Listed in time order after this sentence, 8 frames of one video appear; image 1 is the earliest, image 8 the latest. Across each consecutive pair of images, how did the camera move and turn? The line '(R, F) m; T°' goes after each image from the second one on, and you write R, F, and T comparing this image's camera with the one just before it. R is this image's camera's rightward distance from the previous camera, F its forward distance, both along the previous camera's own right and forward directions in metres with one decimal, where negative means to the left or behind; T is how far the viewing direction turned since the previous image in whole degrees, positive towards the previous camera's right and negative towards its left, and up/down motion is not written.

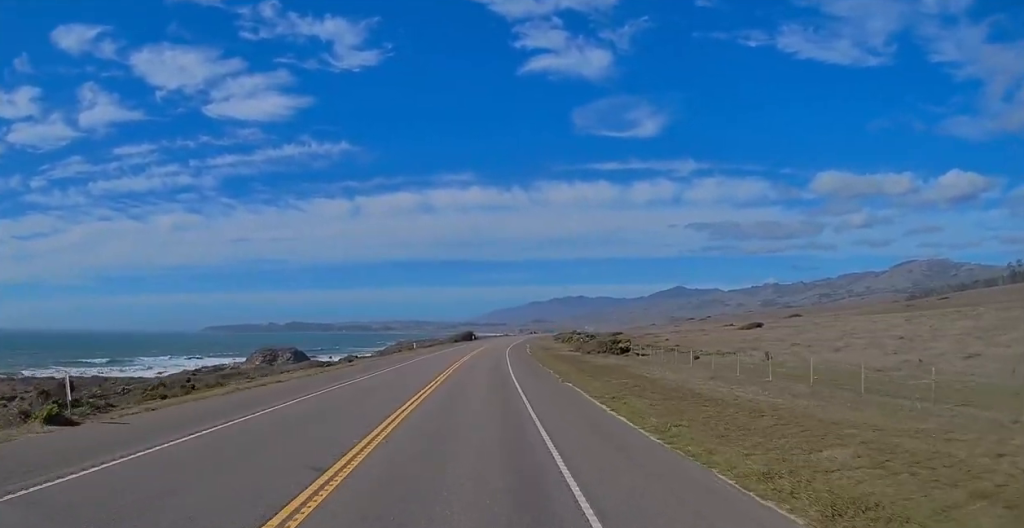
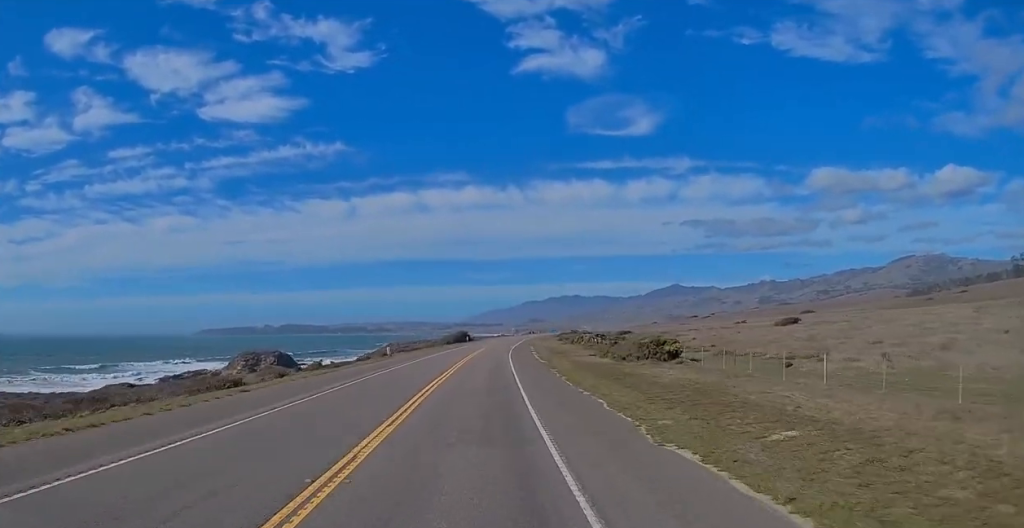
(+0.2, +18.6) m; +1°
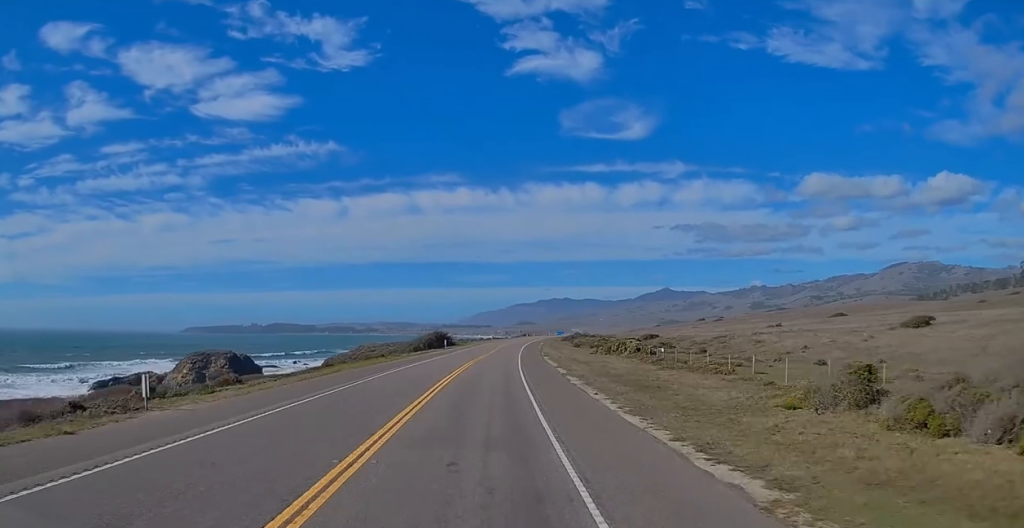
(+0.5, +42.8) m; +1°
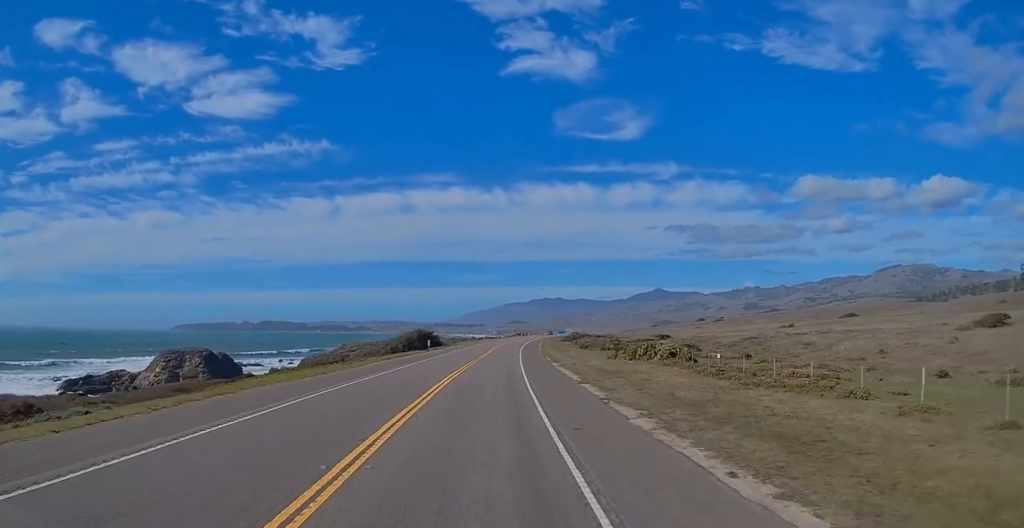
(0.0, +14.5) m; +1°
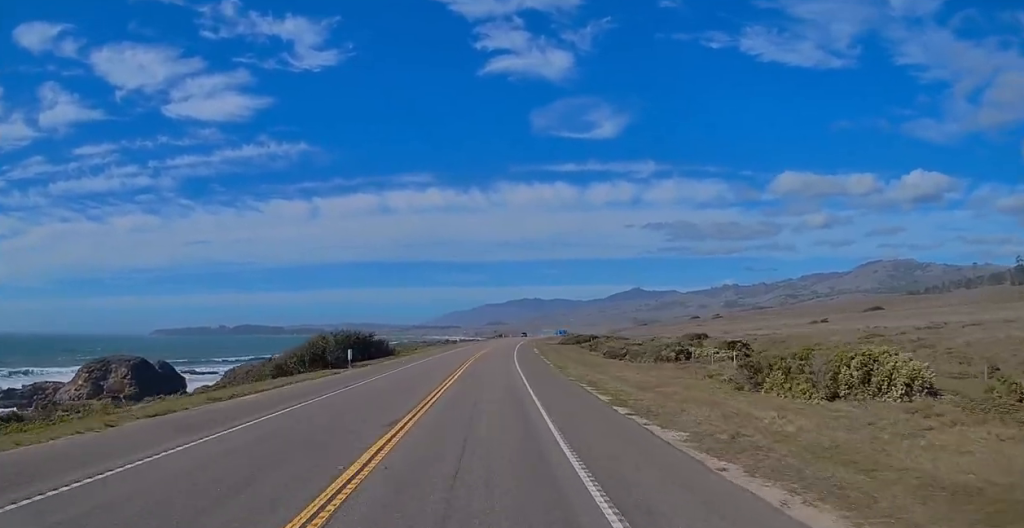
(+0.6, +33.6) m; +3°
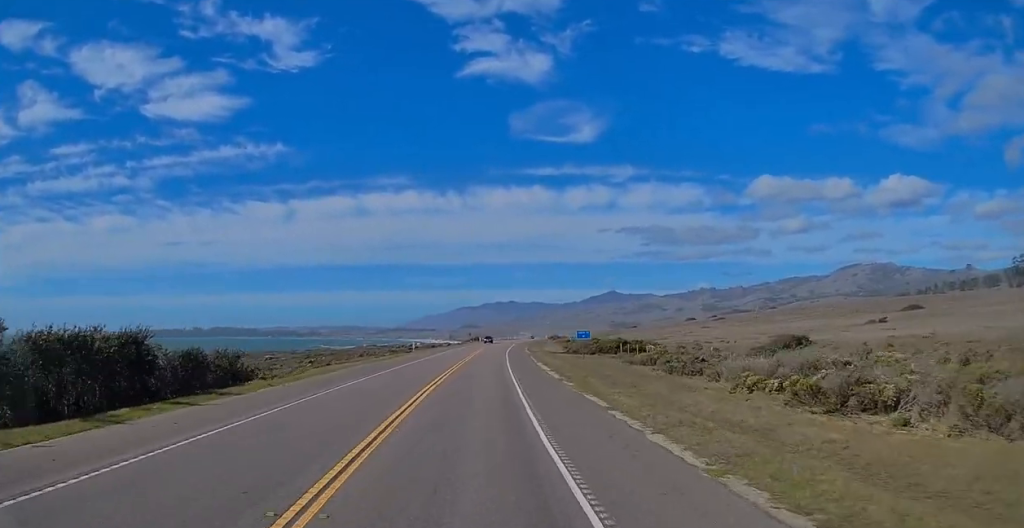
(+1.2, +38.4) m; +2°
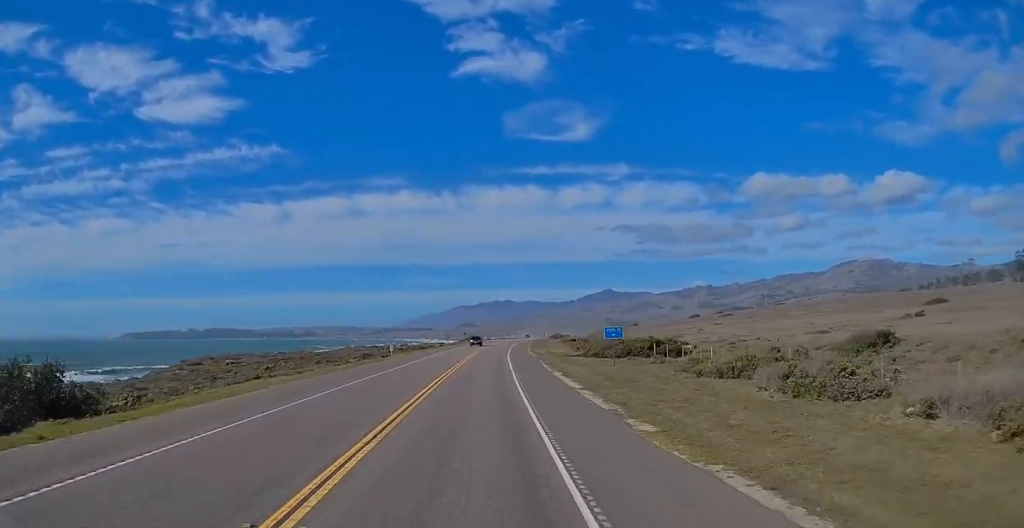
(+0.1, +15.0) m; 0°
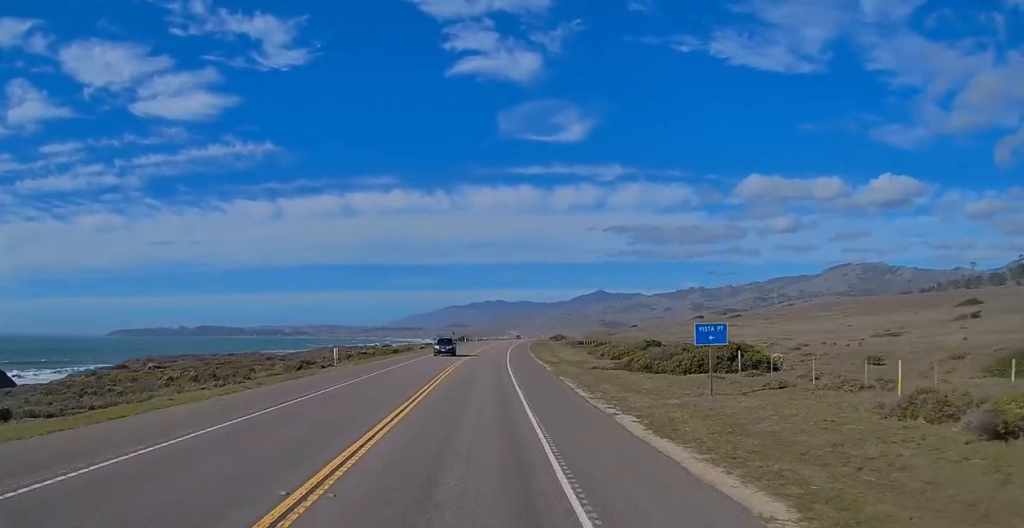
(0.0, +19.9) m; 0°
